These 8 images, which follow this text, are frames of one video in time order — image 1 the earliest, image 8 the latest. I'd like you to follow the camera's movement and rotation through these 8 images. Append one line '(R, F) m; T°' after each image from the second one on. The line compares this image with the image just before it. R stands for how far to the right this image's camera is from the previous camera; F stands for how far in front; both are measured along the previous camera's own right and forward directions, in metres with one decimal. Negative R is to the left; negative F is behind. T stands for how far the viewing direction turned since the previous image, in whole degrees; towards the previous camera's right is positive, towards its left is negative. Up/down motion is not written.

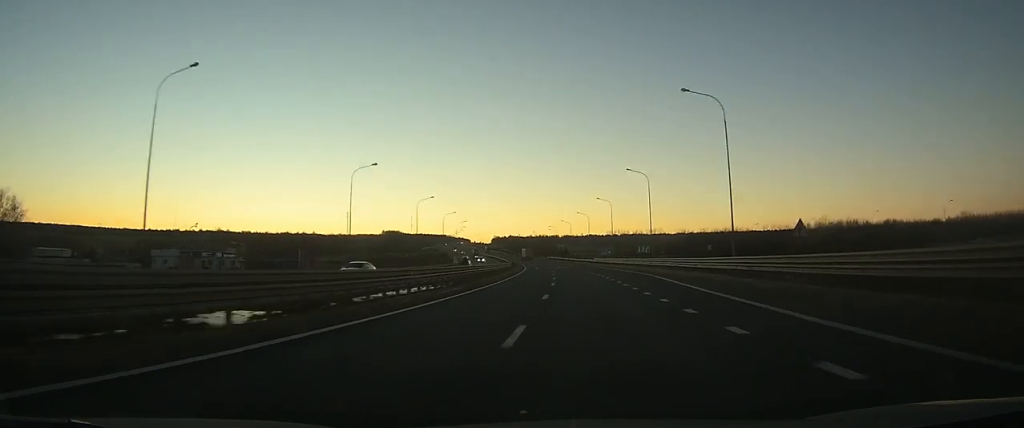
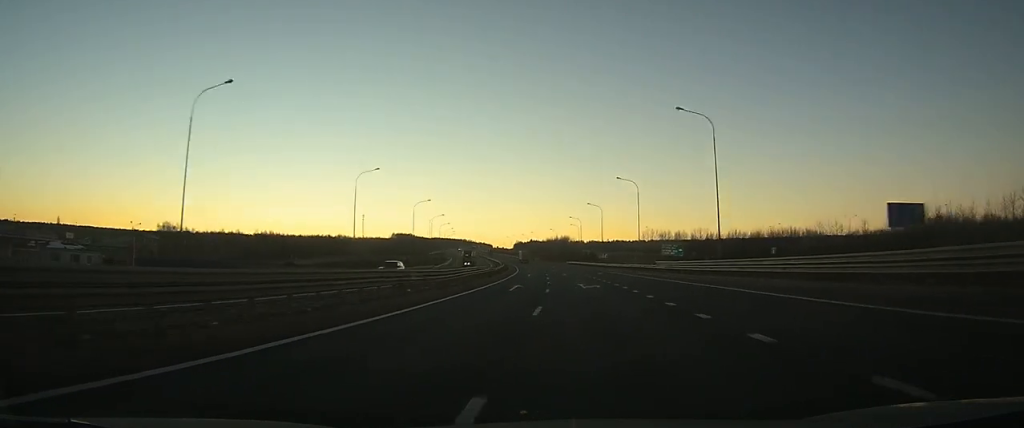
(-1.2, +61.8) m; -2°
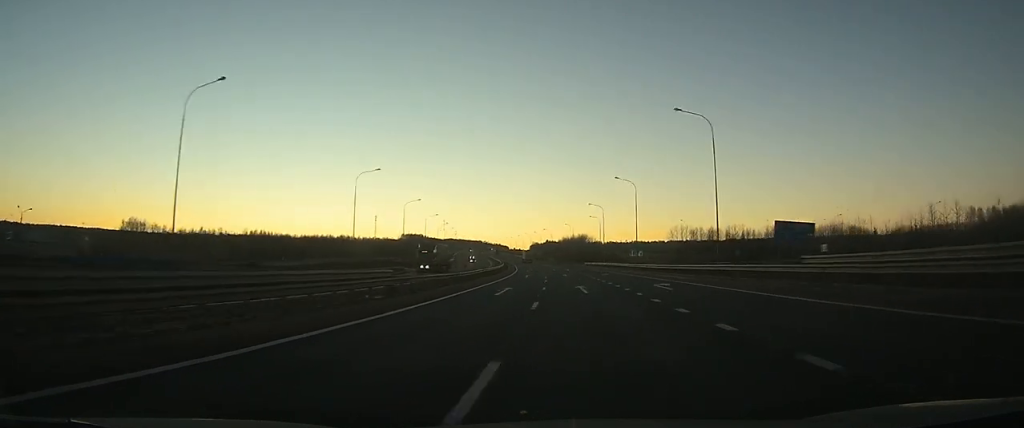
(-0.4, +35.7) m; -2°
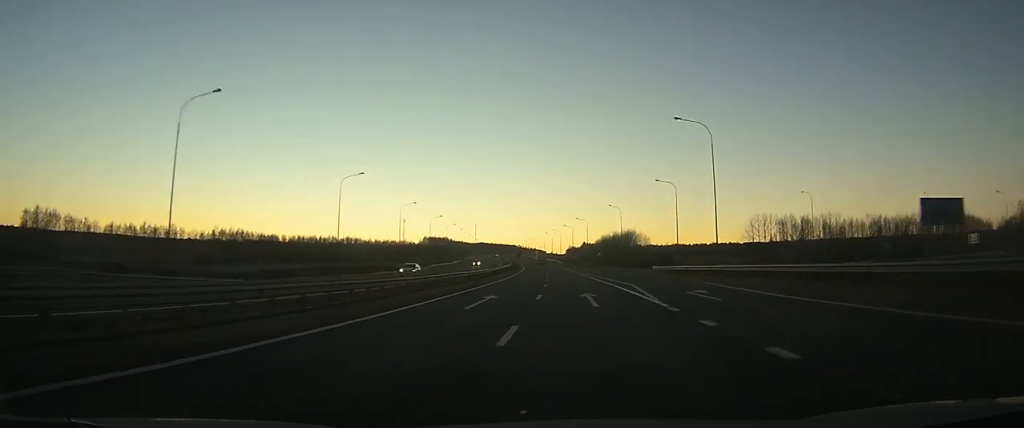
(-1.9, +69.3) m; -3°
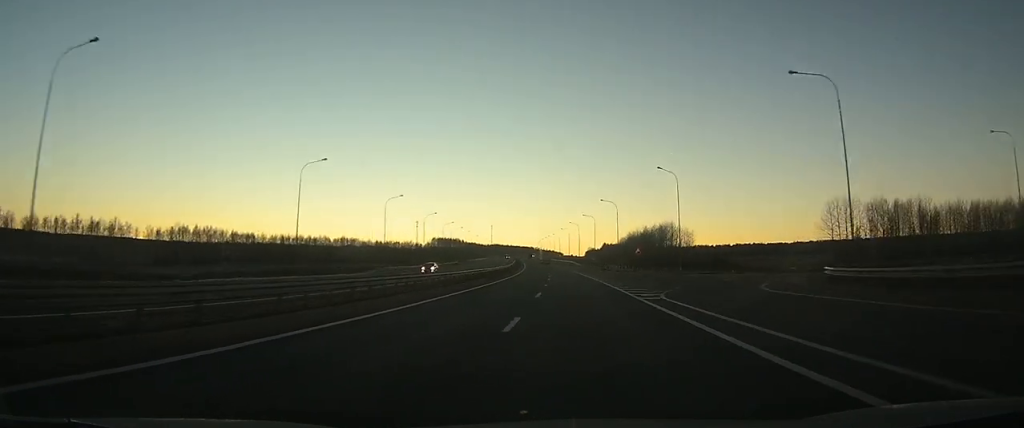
(-1.0, +45.4) m; -2°
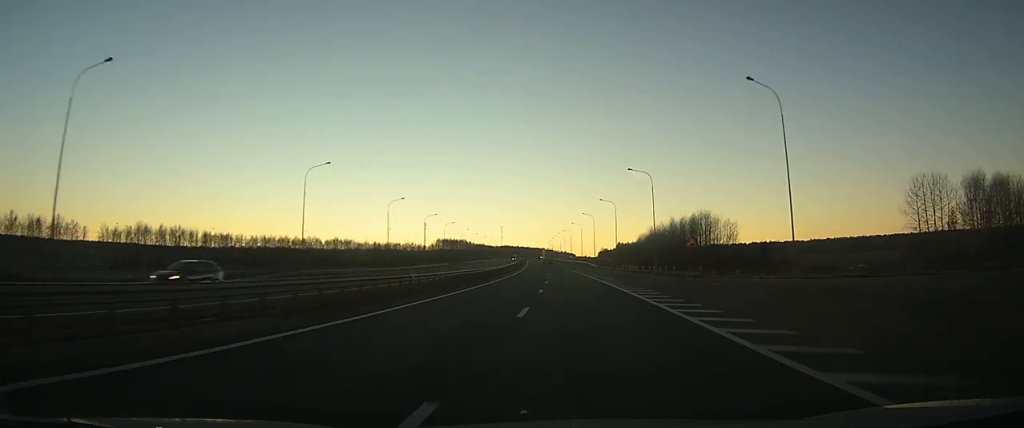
(-0.5, +31.8) m; -1°
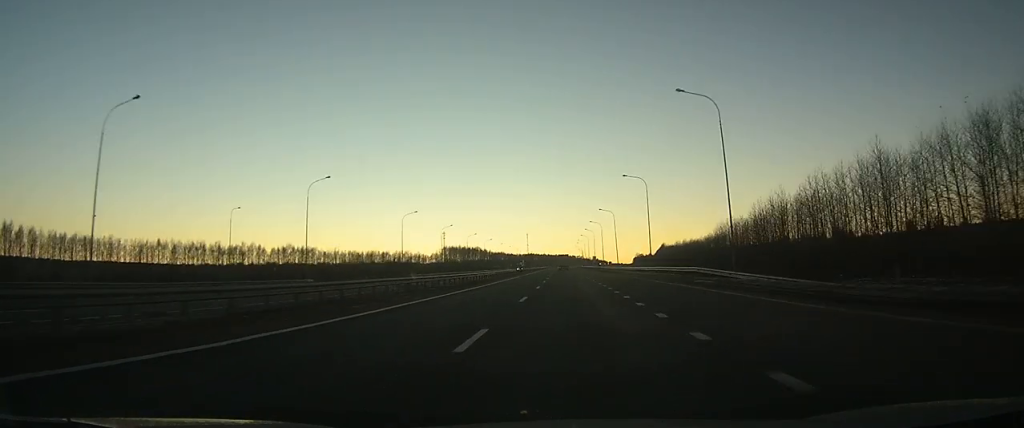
(-3.0, +96.2) m; -3°
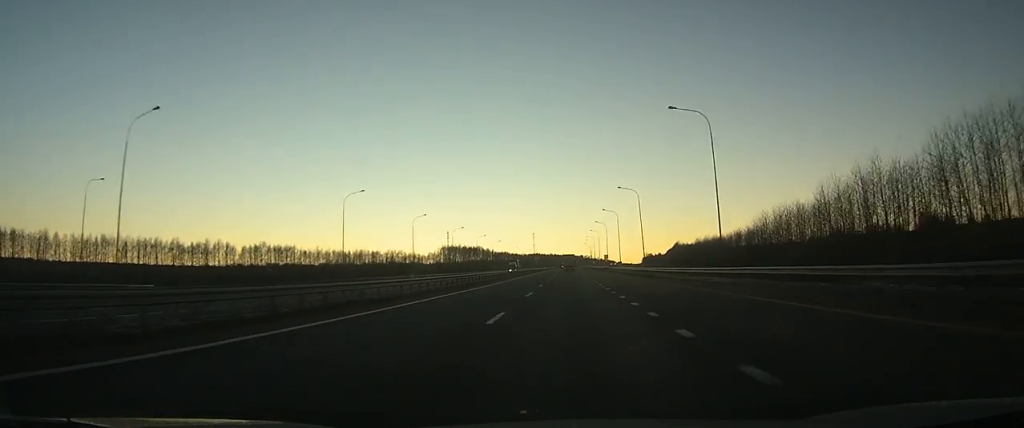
(-0.2, +31.8) m; 0°
